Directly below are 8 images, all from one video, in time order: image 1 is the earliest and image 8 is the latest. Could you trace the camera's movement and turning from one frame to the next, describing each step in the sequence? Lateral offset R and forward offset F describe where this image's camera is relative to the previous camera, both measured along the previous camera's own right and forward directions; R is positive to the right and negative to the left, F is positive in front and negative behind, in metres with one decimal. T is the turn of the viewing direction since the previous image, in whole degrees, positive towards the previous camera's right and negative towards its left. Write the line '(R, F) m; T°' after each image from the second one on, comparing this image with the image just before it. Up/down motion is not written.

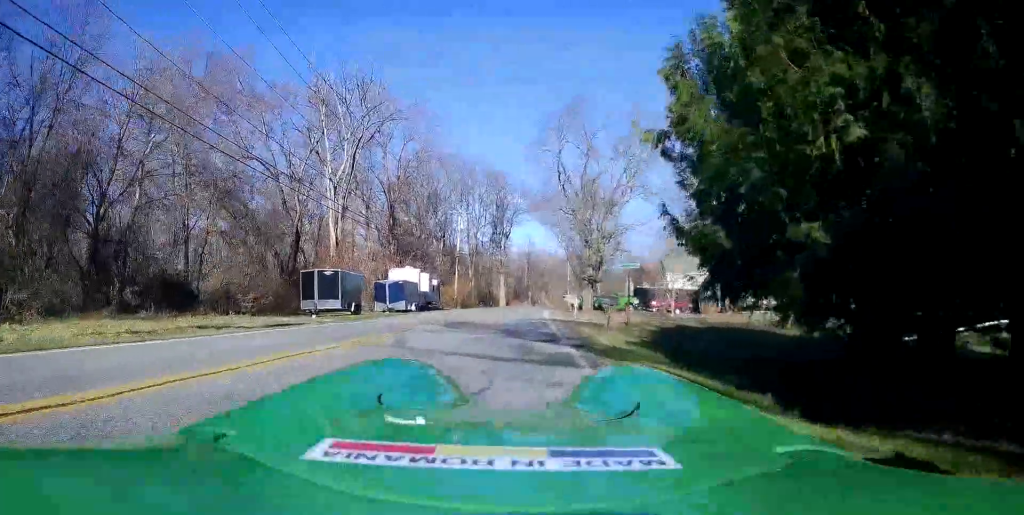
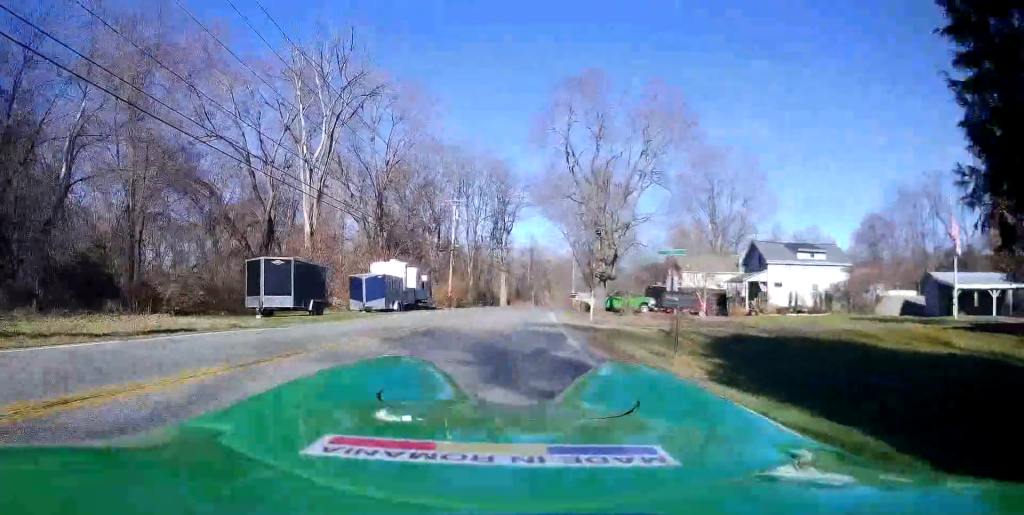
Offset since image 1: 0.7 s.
(-0.2, +6.6) m; 0°
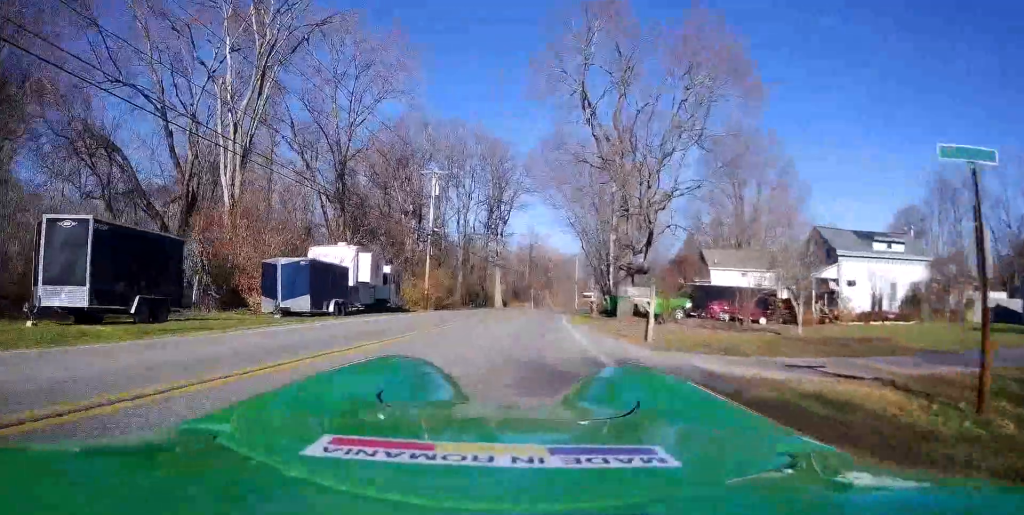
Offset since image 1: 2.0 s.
(+0.6, +12.0) m; +5°
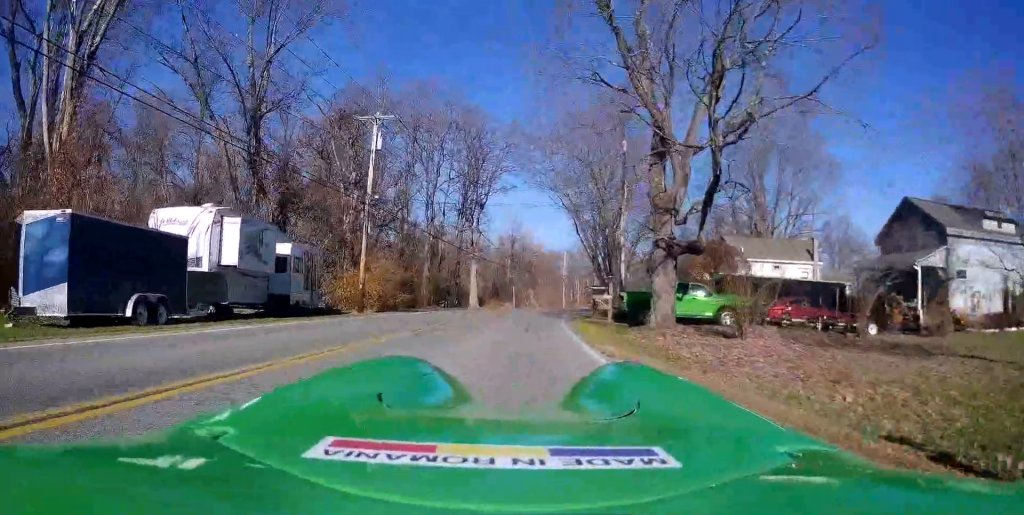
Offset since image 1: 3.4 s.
(+0.1, +12.6) m; -1°
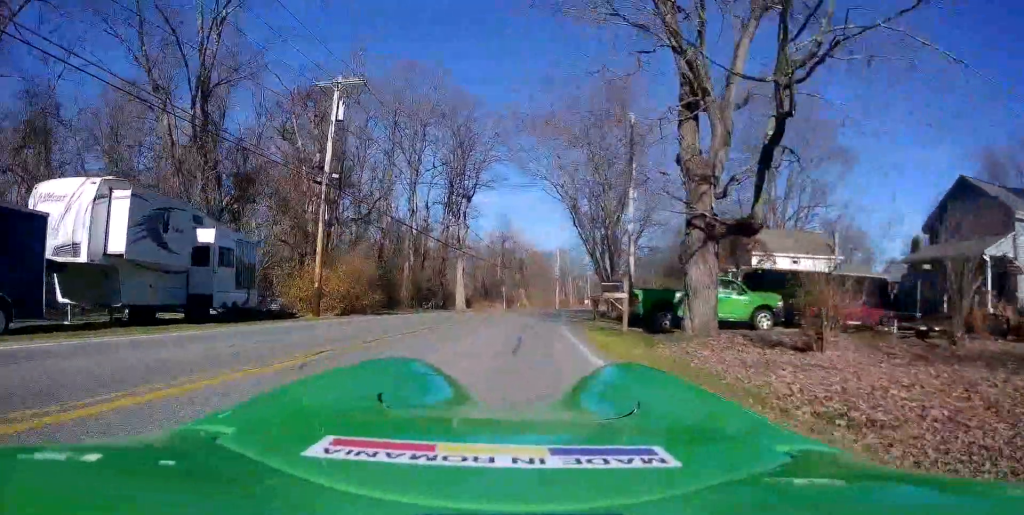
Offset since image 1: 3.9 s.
(0.0, +4.9) m; +1°
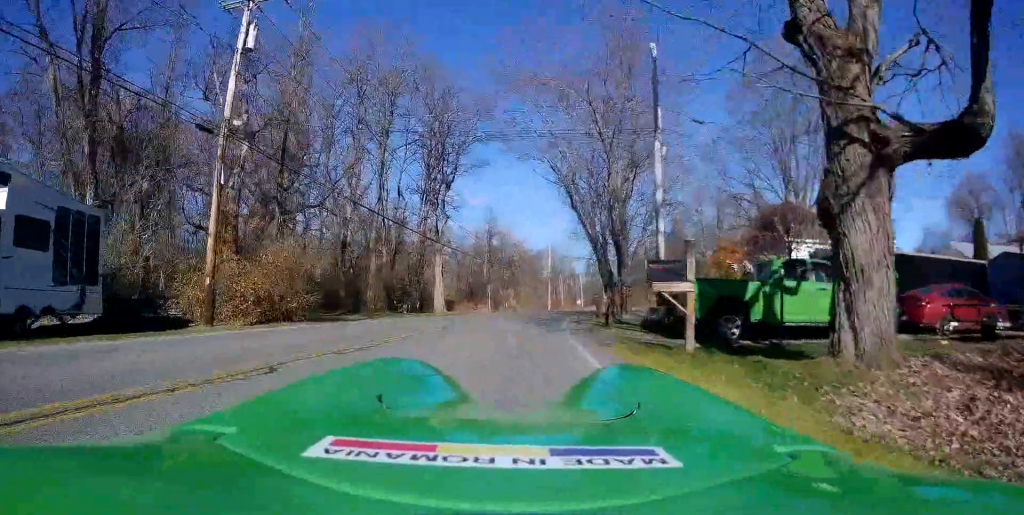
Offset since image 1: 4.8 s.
(+0.1, +8.0) m; +2°
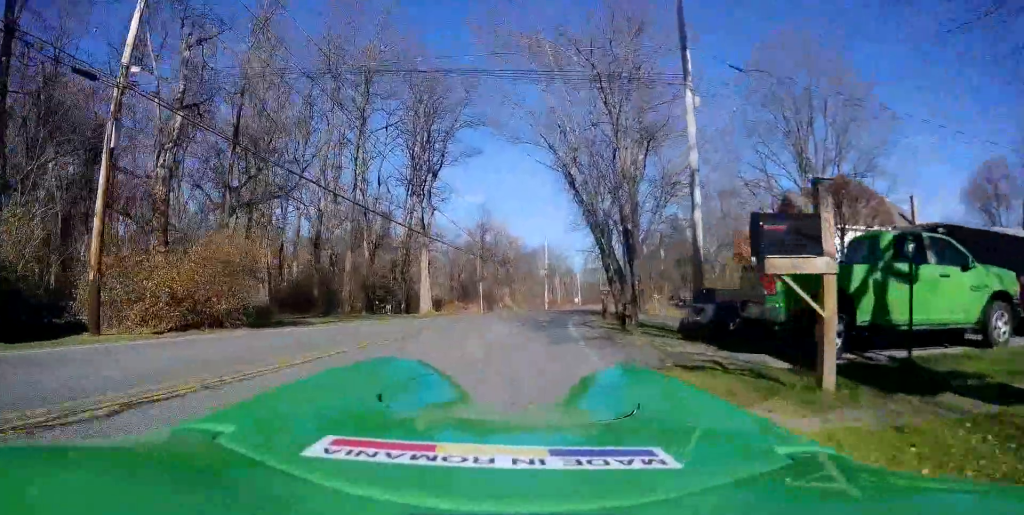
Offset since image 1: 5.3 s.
(+0.2, +4.9) m; +1°
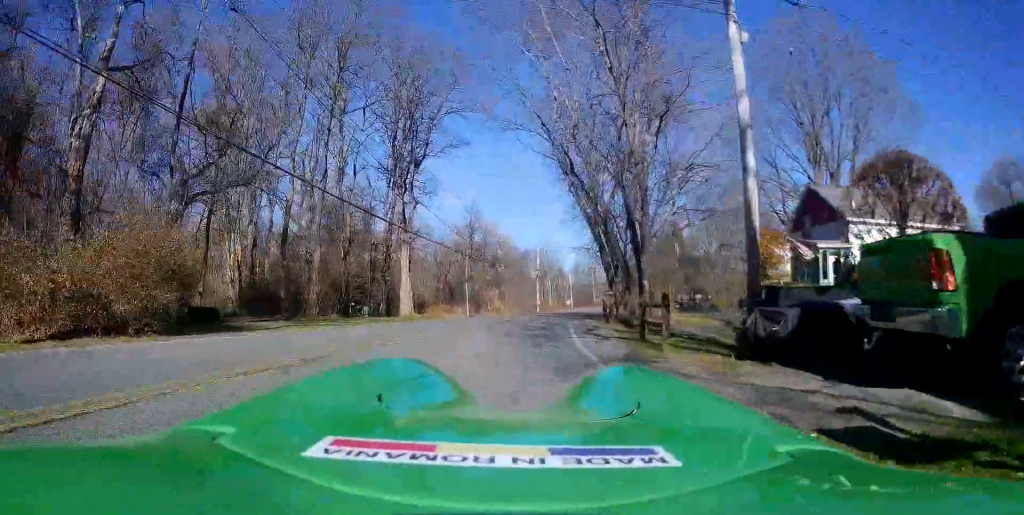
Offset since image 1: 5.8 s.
(0.0, +4.1) m; 0°
